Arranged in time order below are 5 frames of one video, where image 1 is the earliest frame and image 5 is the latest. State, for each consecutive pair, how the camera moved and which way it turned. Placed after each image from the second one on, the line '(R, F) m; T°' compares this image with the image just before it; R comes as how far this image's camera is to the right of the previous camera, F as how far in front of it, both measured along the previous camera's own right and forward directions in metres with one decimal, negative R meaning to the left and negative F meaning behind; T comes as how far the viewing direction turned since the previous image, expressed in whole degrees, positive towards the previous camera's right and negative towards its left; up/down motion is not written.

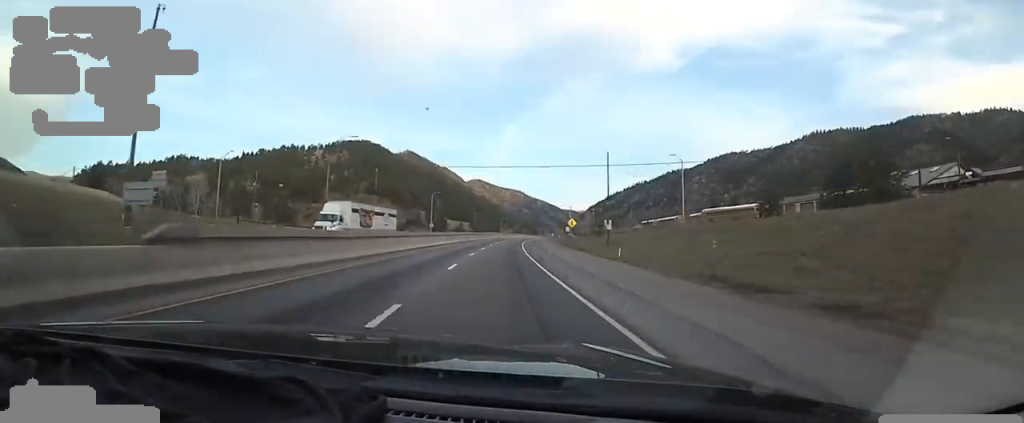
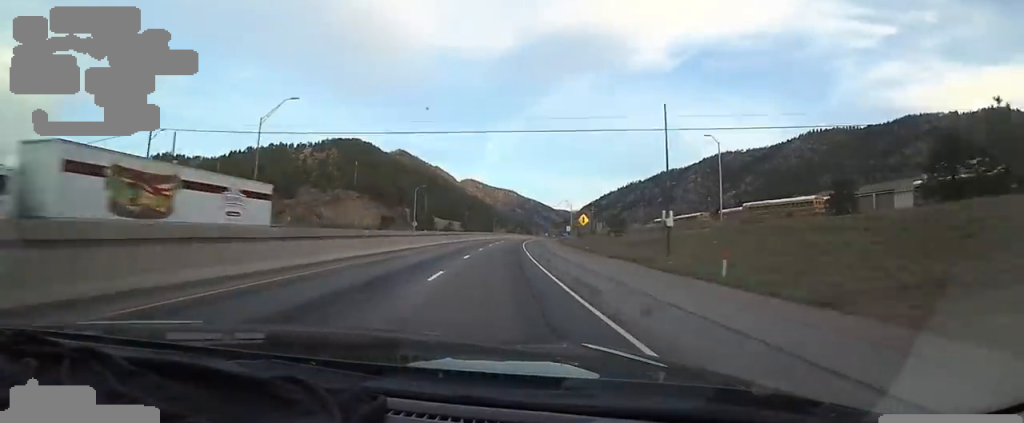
(+0.9, +16.8) m; +2°
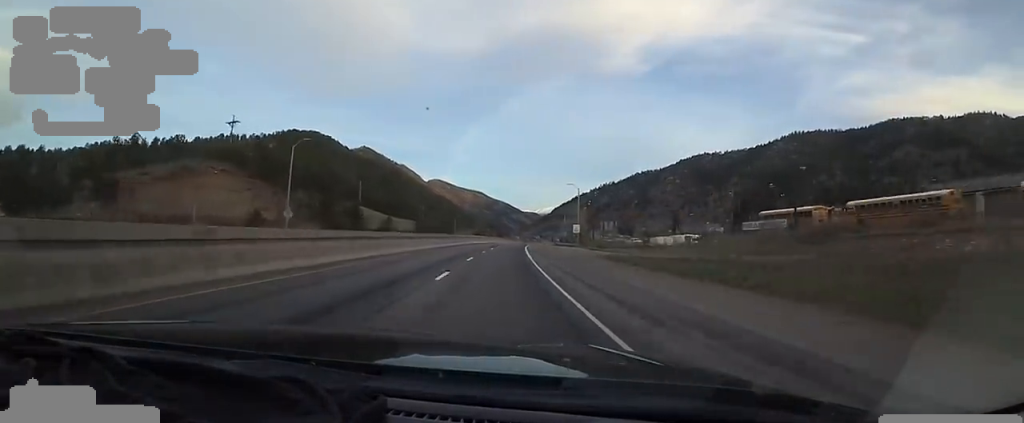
(+1.6, +60.2) m; +3°
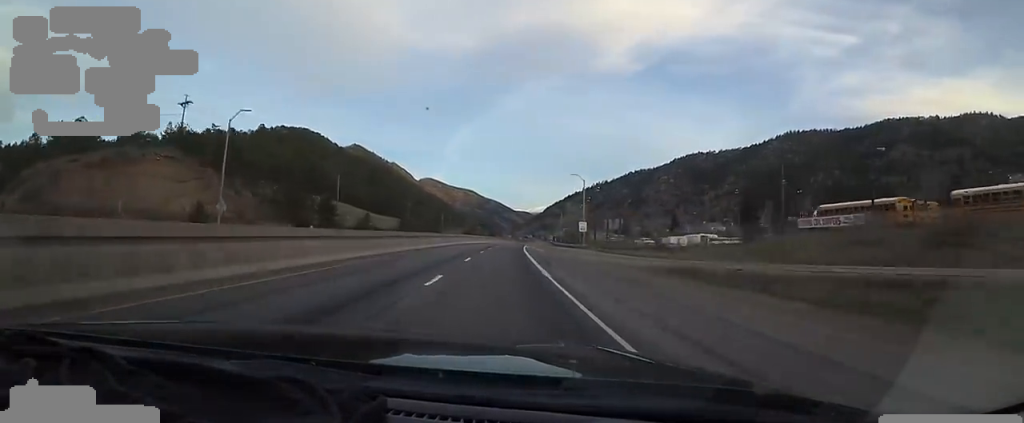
(-0.2, +13.8) m; +1°
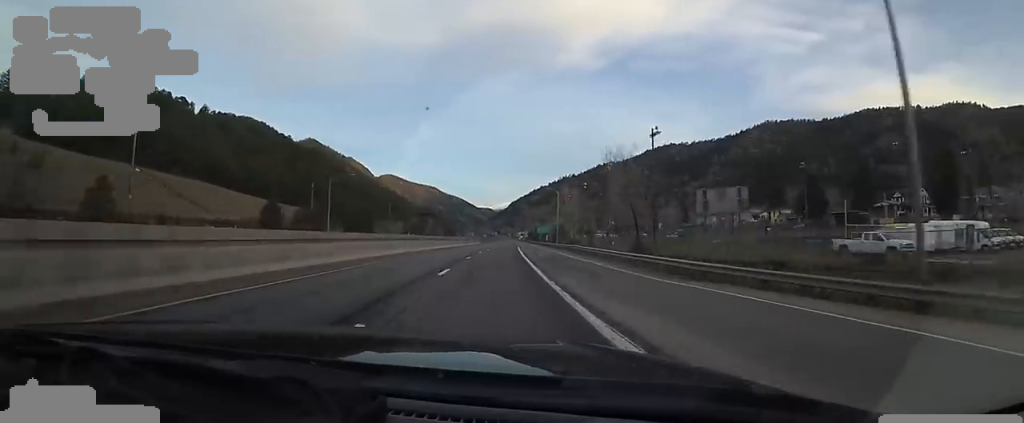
(+3.1, +70.0) m; +3°
